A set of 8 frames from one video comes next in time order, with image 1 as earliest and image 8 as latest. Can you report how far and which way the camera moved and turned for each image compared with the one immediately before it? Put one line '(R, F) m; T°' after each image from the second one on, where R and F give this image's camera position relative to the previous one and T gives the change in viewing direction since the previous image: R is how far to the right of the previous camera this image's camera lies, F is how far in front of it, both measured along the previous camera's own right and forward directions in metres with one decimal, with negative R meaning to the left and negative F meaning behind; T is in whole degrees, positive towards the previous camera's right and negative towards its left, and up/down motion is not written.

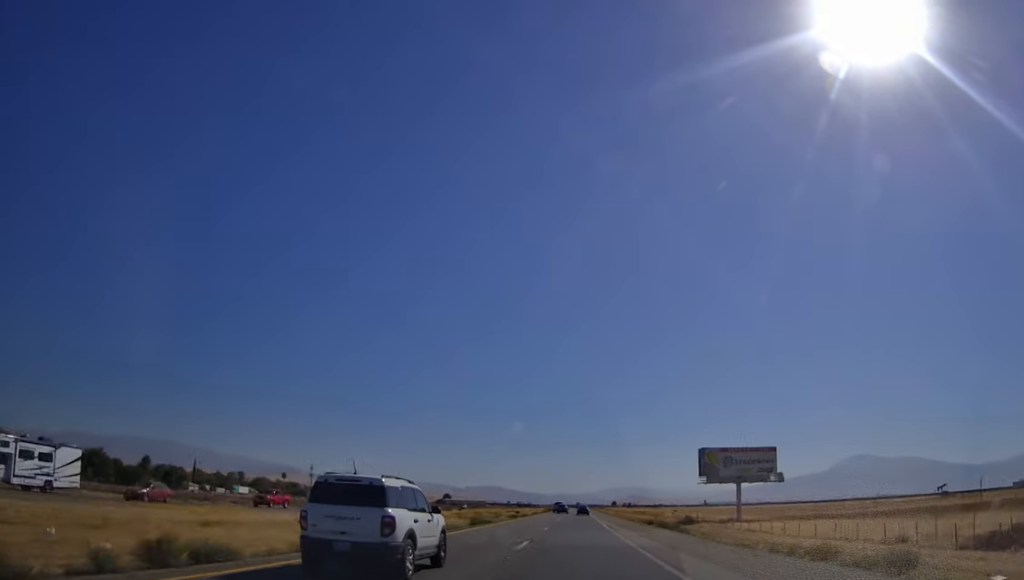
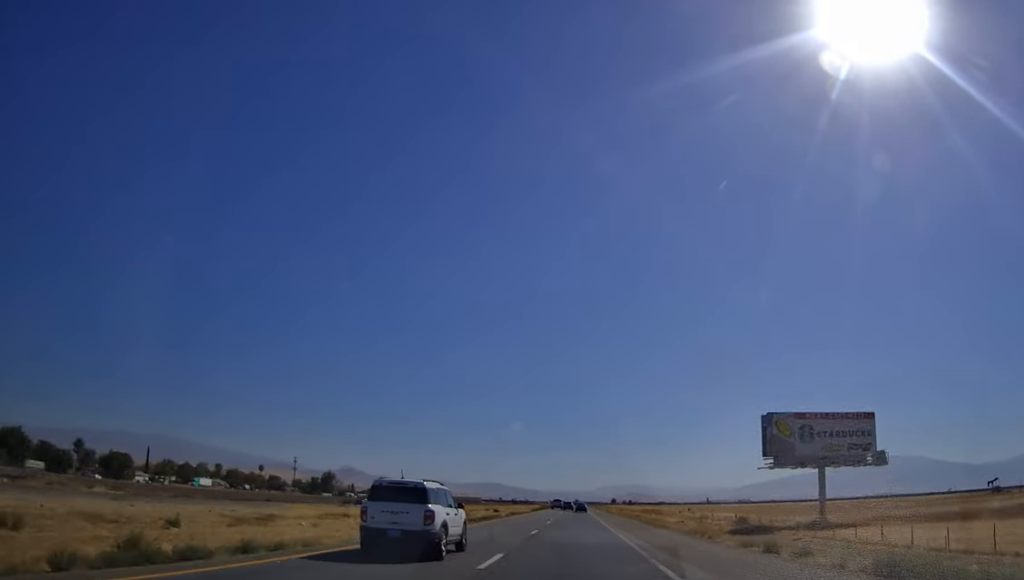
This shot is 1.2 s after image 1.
(0.0, +35.1) m; 0°
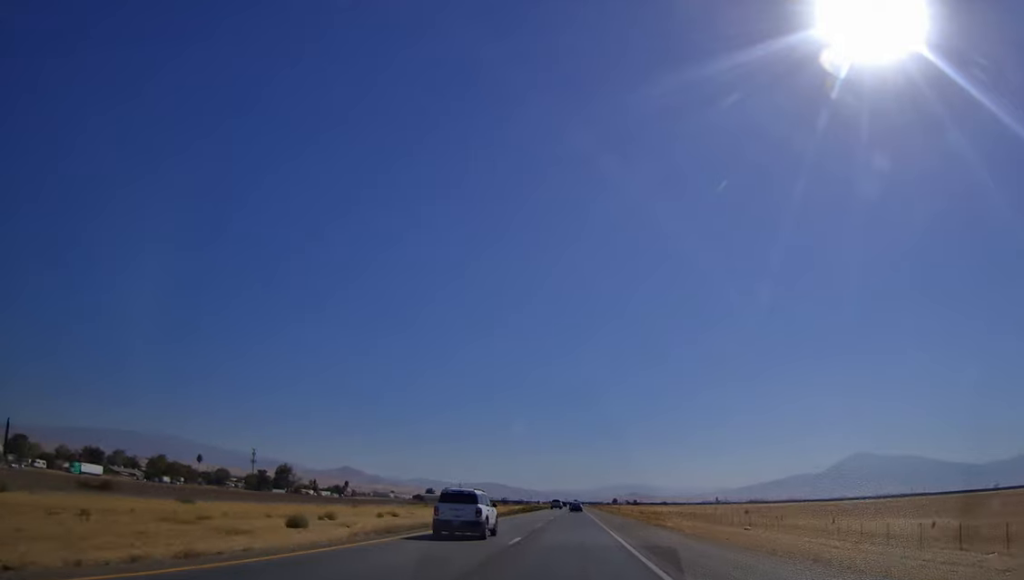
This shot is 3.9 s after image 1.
(+0.1, +83.0) m; 0°
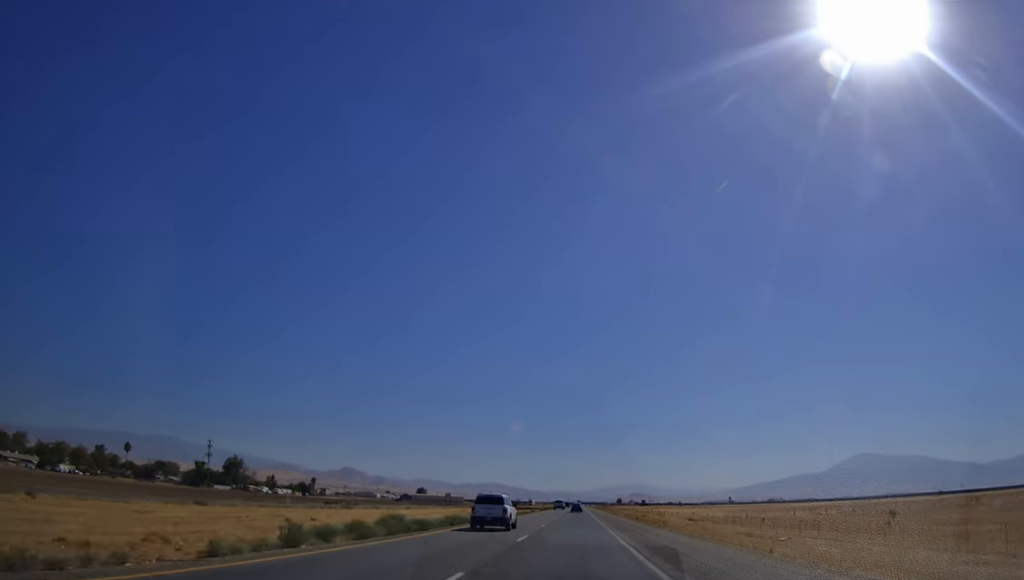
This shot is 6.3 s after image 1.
(+0.5, +73.6) m; 0°
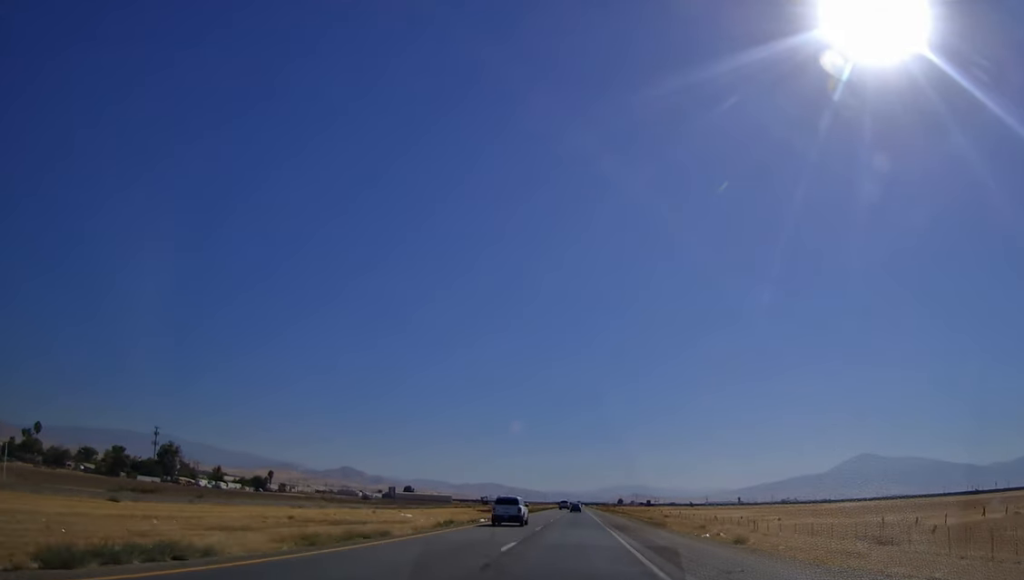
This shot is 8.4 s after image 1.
(-0.6, +63.3) m; -1°
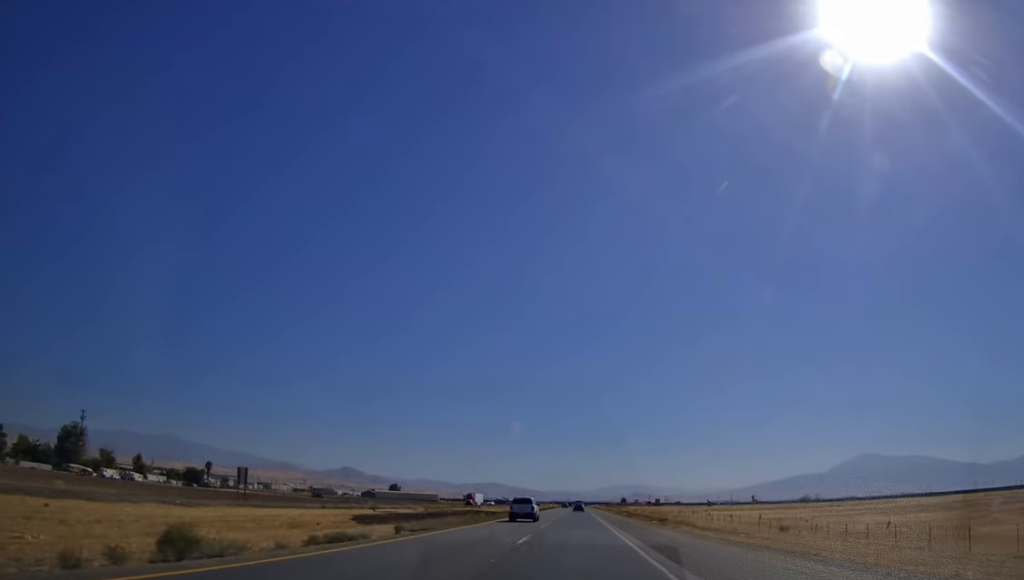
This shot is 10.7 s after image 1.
(0.0, +67.2) m; 0°
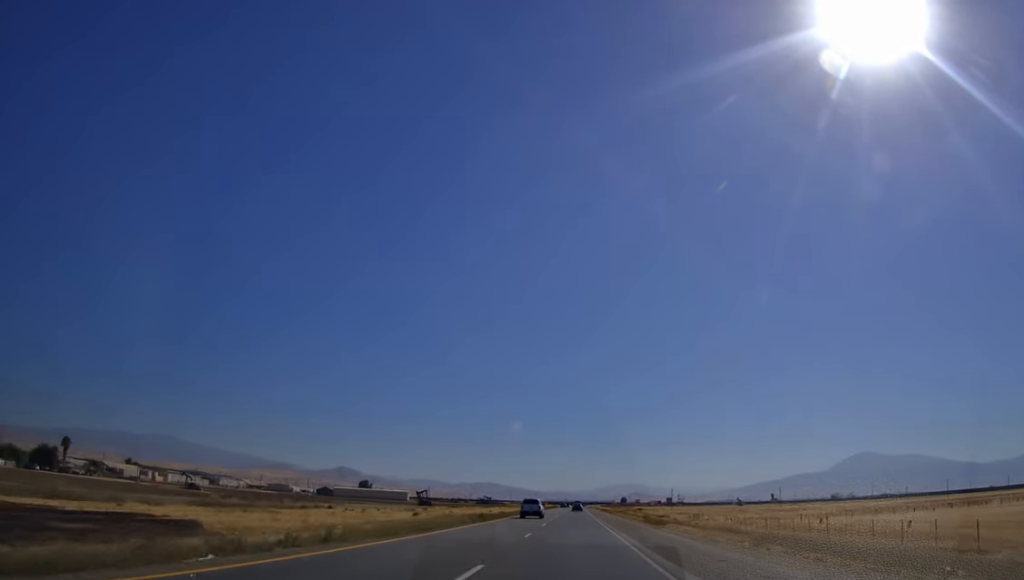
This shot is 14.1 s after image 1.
(+0.5, +93.8) m; +1°
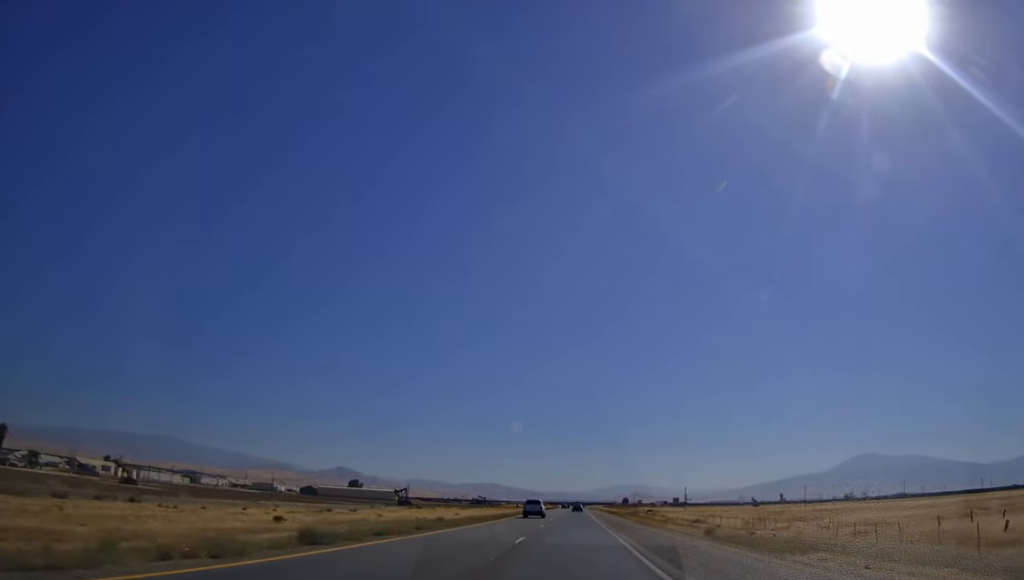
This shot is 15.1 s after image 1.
(0.0, +31.2) m; 0°
